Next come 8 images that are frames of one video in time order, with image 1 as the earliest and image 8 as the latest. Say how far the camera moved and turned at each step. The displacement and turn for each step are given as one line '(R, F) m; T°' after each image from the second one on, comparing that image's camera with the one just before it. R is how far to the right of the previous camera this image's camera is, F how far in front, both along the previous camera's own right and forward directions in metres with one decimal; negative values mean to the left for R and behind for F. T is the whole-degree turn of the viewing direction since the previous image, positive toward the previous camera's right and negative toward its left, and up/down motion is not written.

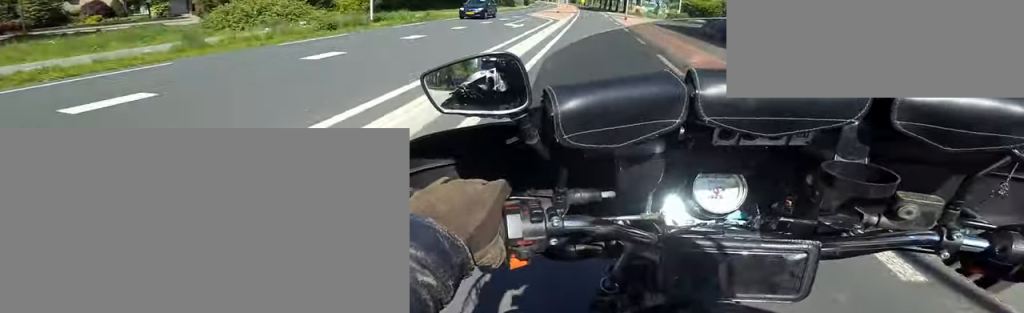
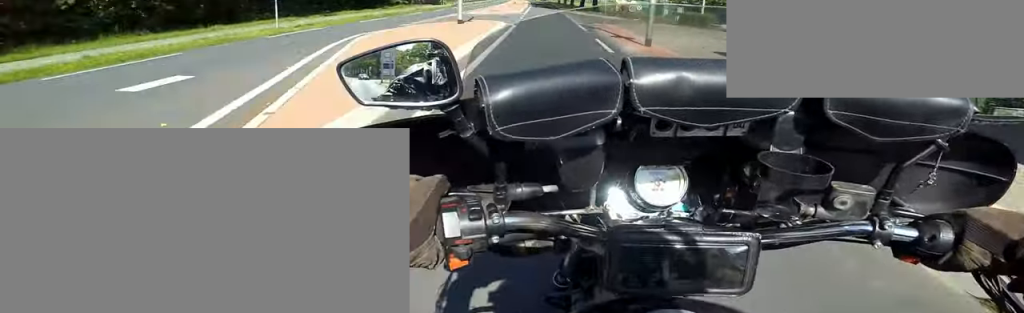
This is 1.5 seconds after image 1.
(0.0, +22.7) m; 0°
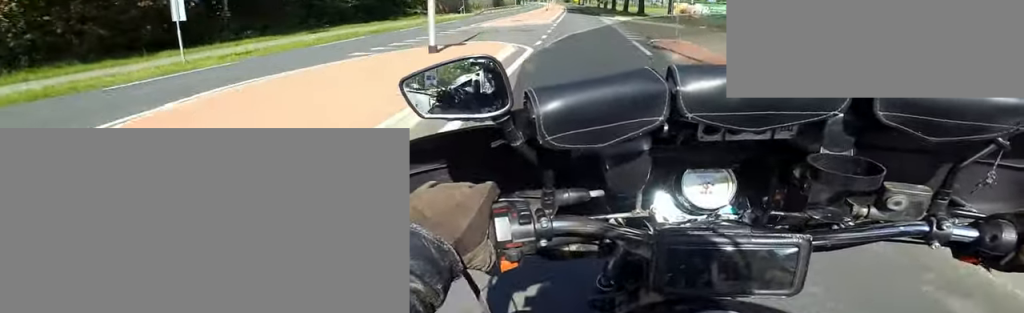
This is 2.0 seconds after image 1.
(0.0, +6.2) m; 0°
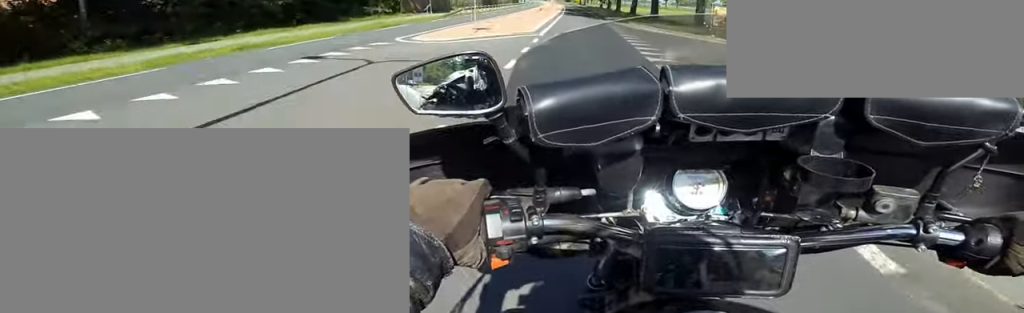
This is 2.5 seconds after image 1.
(0.0, +8.1) m; 0°
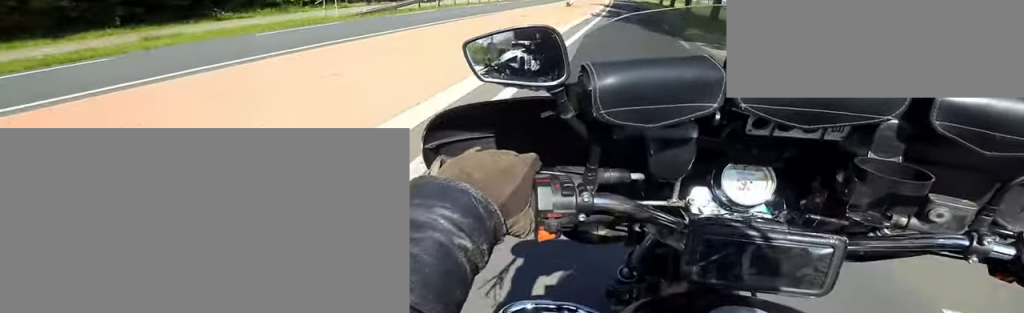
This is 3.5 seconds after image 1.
(-0.1, +14.9) m; -2°
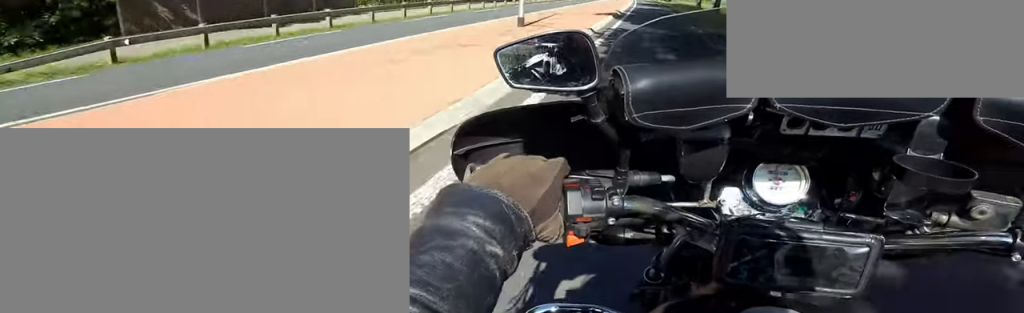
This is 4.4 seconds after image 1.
(-0.4, +13.5) m; -2°
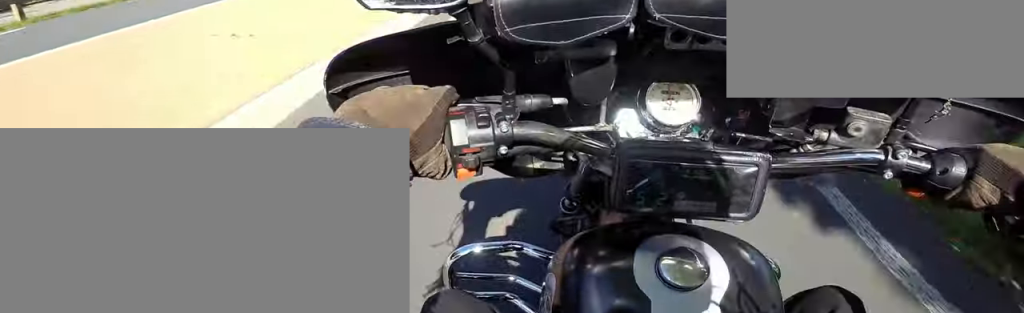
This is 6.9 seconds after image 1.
(+0.5, +35.1) m; +1°
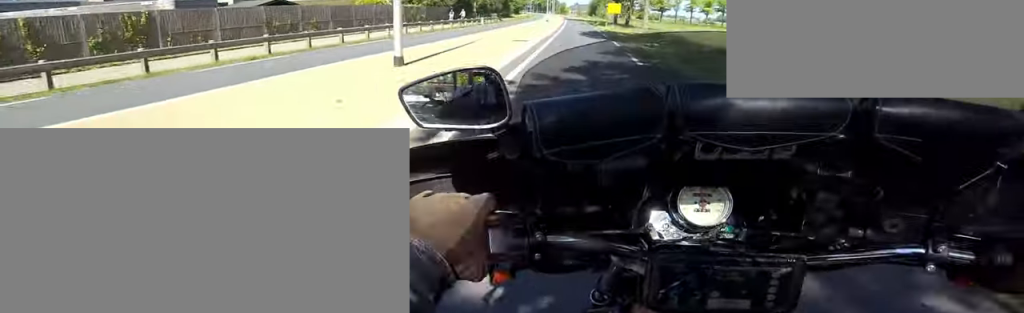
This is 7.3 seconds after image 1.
(+0.4, +6.5) m; -1°
